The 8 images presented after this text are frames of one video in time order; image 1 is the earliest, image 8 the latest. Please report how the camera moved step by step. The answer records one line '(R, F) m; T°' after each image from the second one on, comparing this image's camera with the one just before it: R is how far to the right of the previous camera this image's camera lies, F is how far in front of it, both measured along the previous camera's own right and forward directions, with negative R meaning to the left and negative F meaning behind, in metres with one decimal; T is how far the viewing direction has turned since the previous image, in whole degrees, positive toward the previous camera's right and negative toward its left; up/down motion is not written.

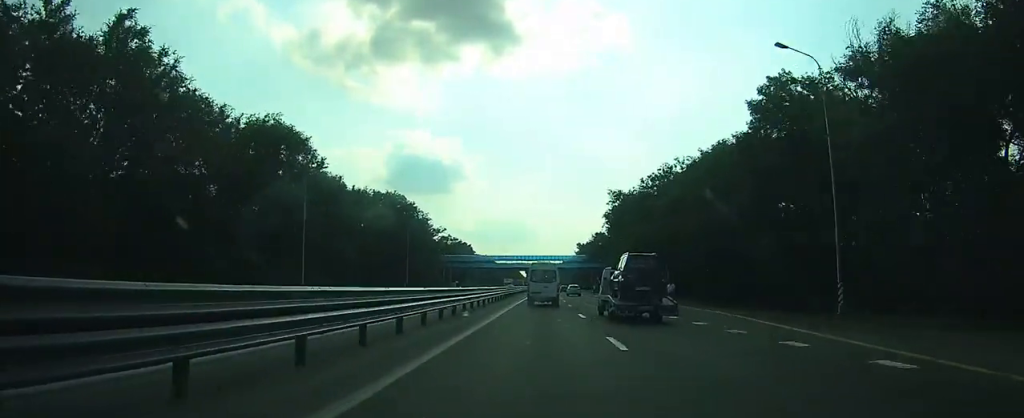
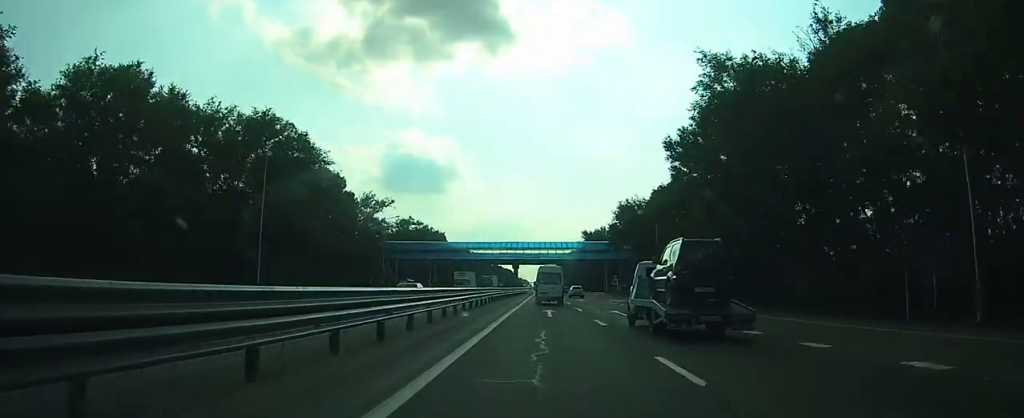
(+0.4, +52.1) m; +1°
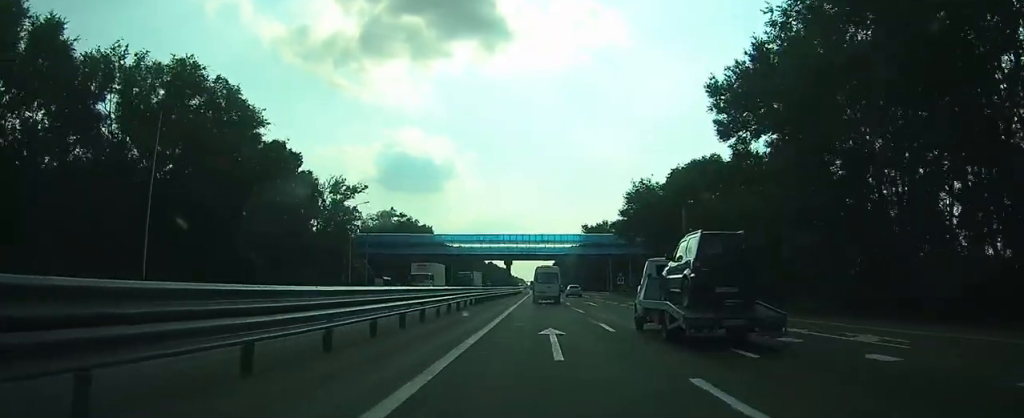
(0.0, +14.6) m; 0°
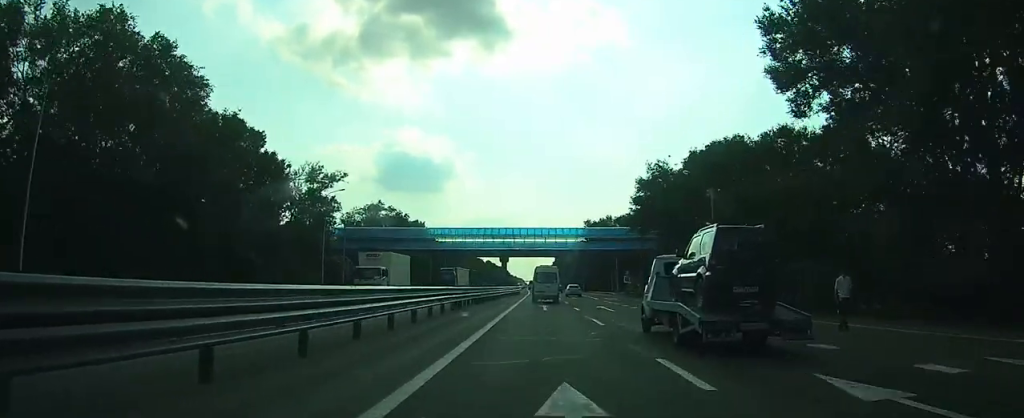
(0.0, +9.8) m; 0°
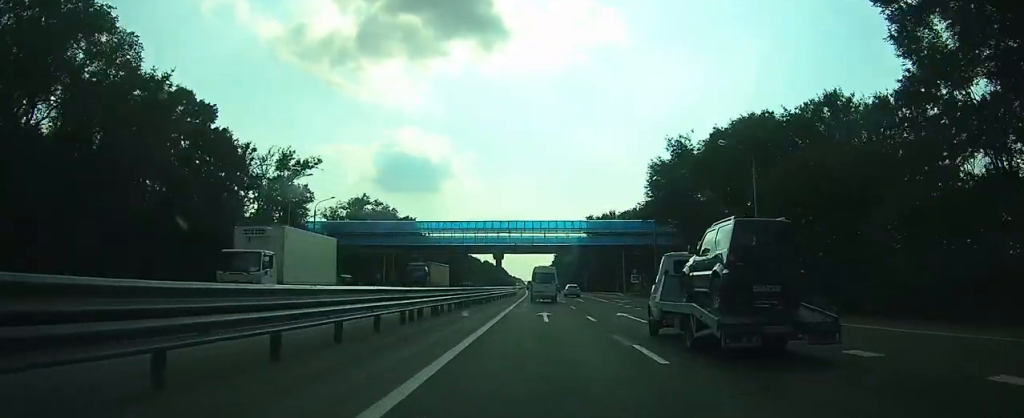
(0.0, +9.8) m; 0°
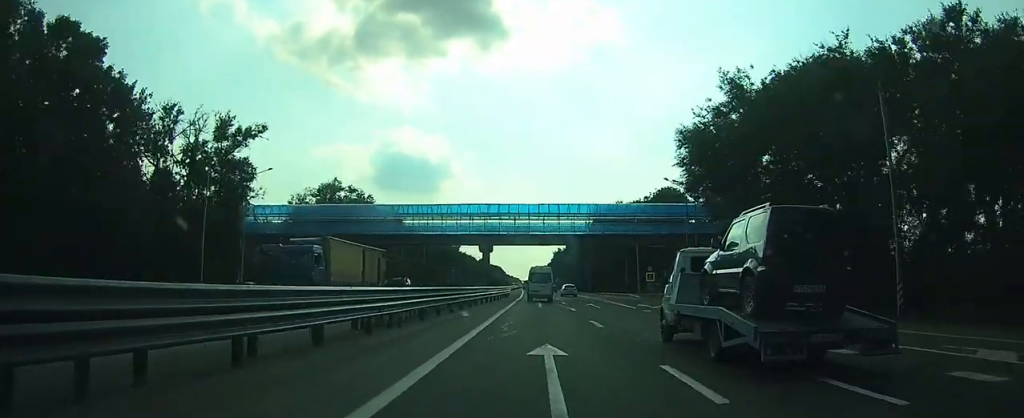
(0.0, +15.4) m; 0°
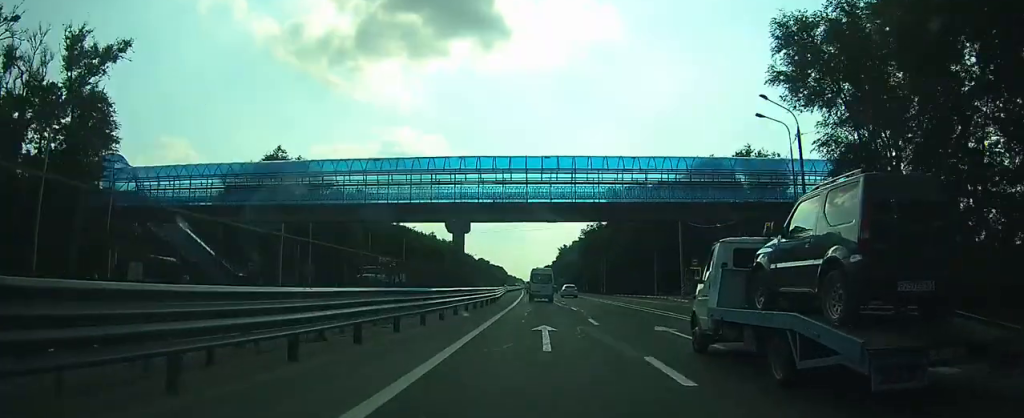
(0.0, +23.1) m; +1°
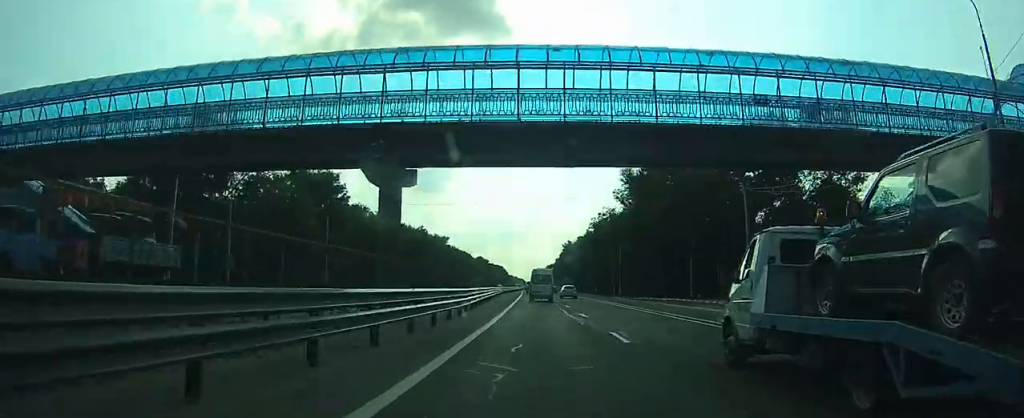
(+0.2, +18.3) m; 0°
